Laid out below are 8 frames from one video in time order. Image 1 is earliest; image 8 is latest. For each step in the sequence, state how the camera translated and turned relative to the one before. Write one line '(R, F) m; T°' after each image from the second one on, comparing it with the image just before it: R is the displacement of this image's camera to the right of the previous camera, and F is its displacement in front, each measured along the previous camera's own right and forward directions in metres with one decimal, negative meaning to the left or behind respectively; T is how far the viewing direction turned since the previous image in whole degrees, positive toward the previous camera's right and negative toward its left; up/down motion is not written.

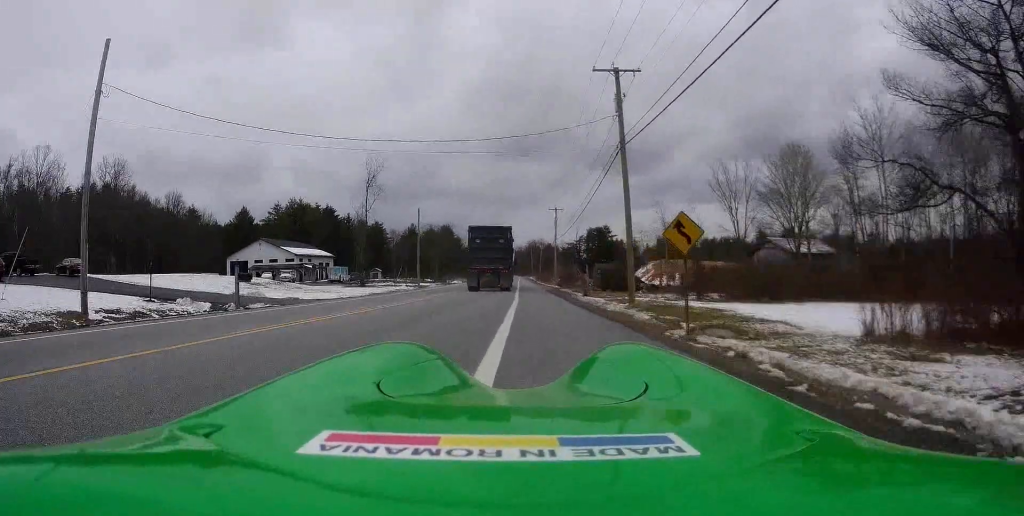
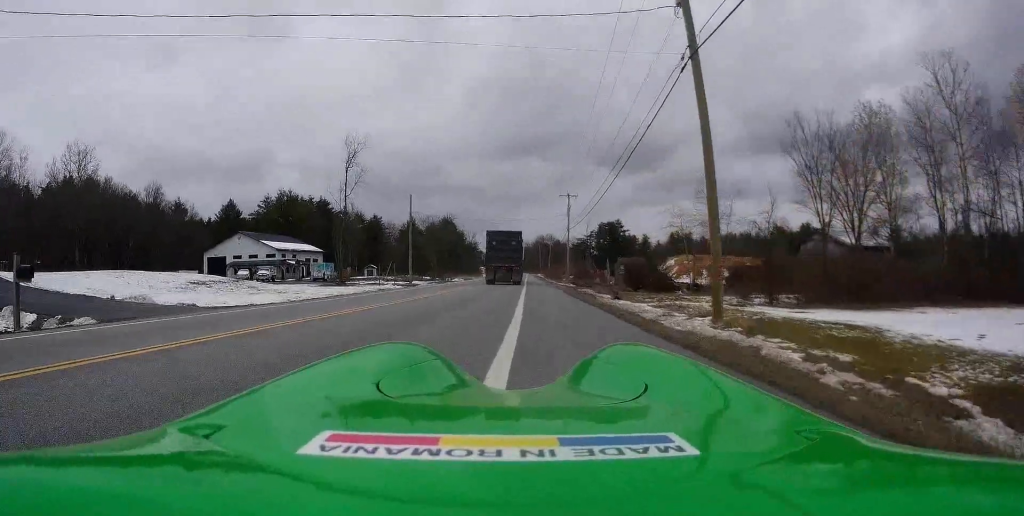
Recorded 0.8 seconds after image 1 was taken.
(+0.1, +11.7) m; 0°
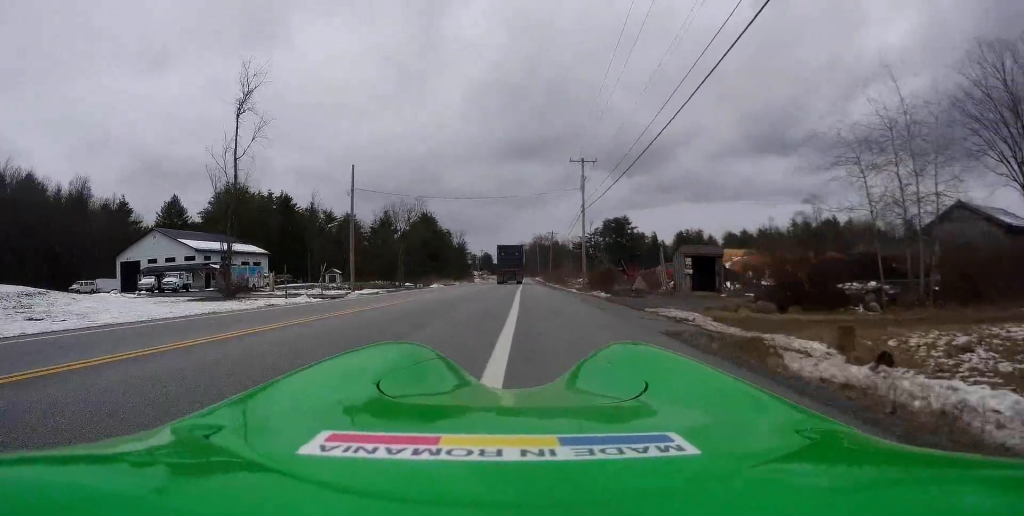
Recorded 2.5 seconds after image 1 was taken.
(+0.1, +25.5) m; -1°
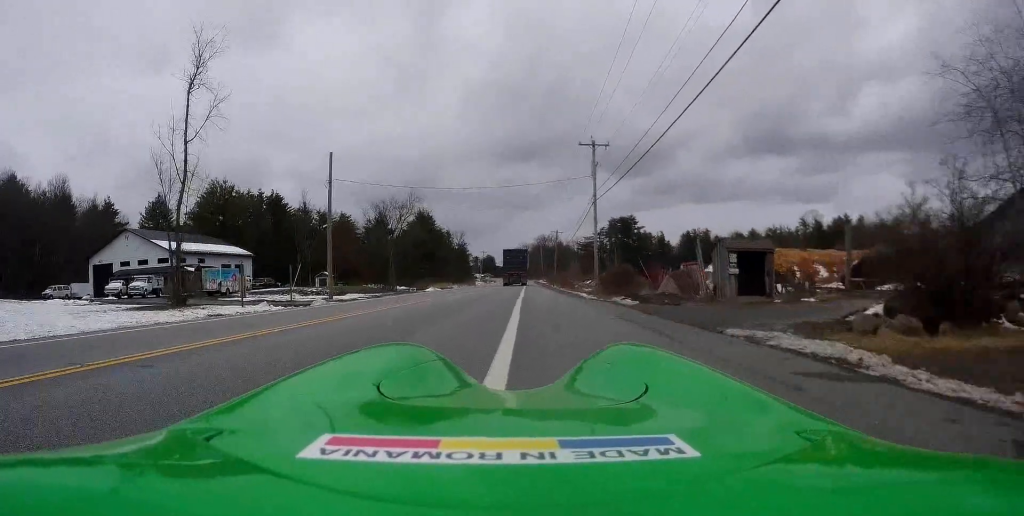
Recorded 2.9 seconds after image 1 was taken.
(-0.3, +7.1) m; -1°
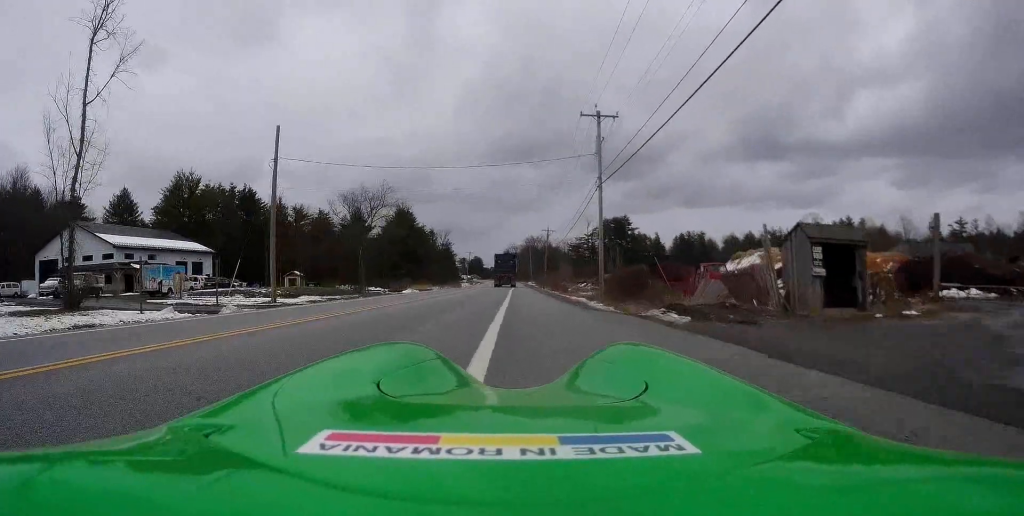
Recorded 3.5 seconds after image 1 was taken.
(-0.3, +9.7) m; -1°
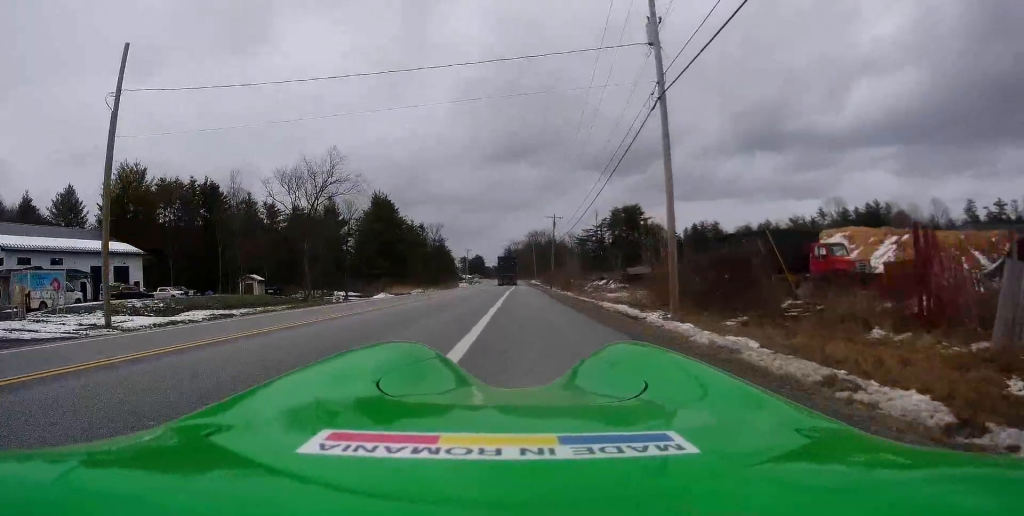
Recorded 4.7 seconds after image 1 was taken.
(+0.6, +17.2) m; +3°
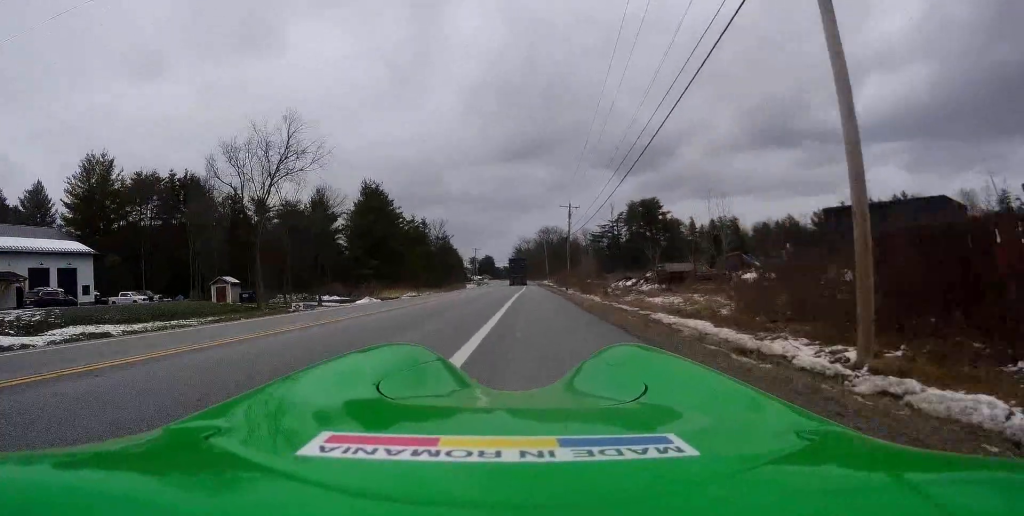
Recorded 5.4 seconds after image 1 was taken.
(+0.5, +10.8) m; -1°
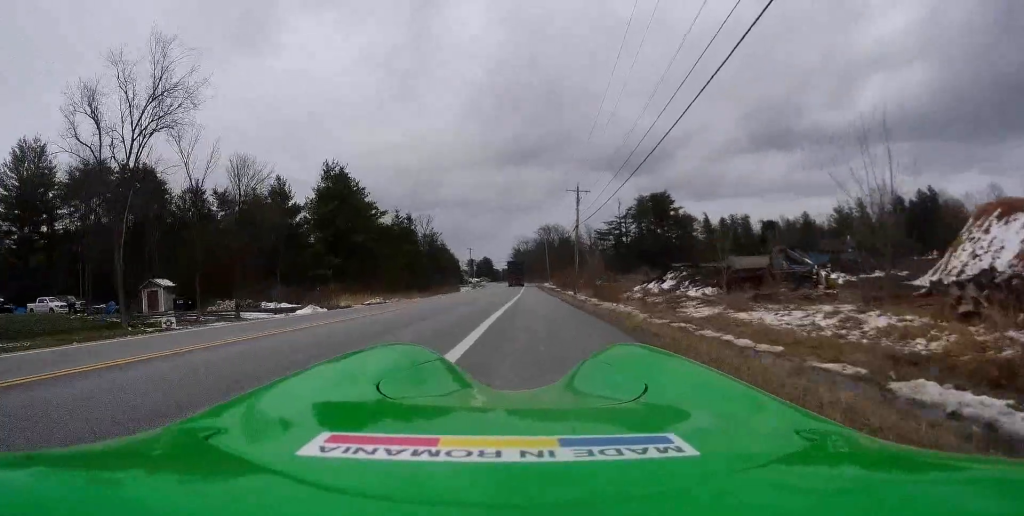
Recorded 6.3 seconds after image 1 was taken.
(-0.7, +14.1) m; -1°
